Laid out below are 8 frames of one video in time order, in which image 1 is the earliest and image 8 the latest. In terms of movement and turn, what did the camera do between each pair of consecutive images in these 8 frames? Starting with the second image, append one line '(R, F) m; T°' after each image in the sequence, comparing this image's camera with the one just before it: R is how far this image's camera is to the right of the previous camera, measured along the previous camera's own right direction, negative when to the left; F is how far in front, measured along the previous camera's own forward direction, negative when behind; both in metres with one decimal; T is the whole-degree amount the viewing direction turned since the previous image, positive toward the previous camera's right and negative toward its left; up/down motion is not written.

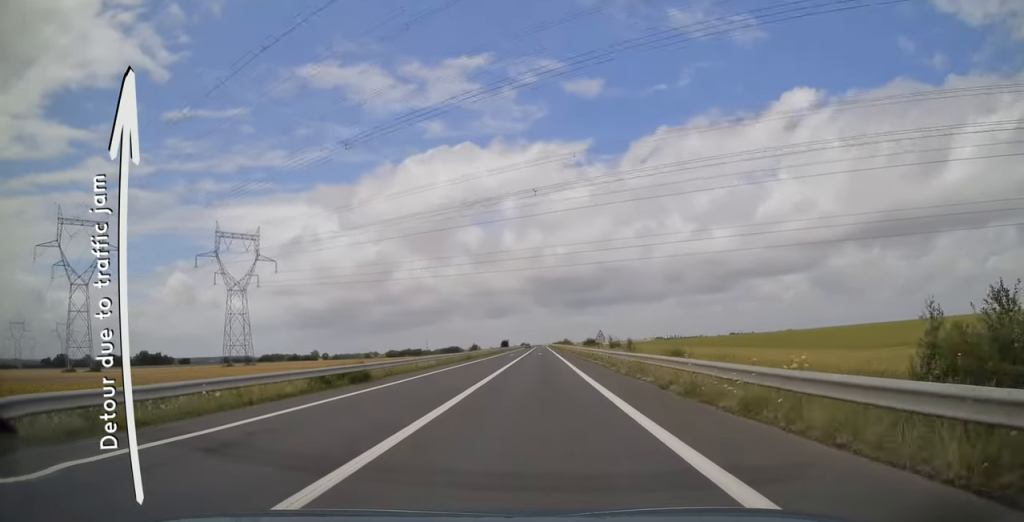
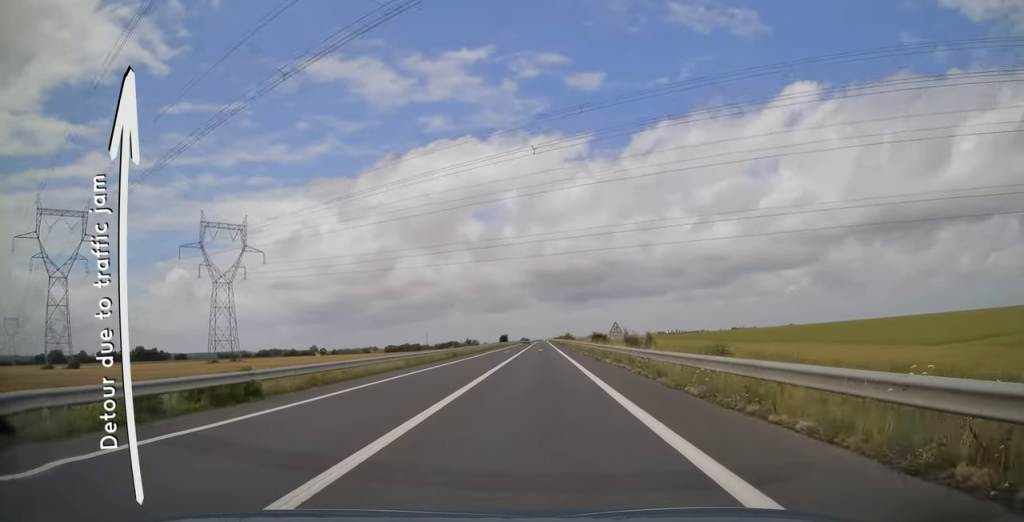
(0.0, +11.0) m; 0°
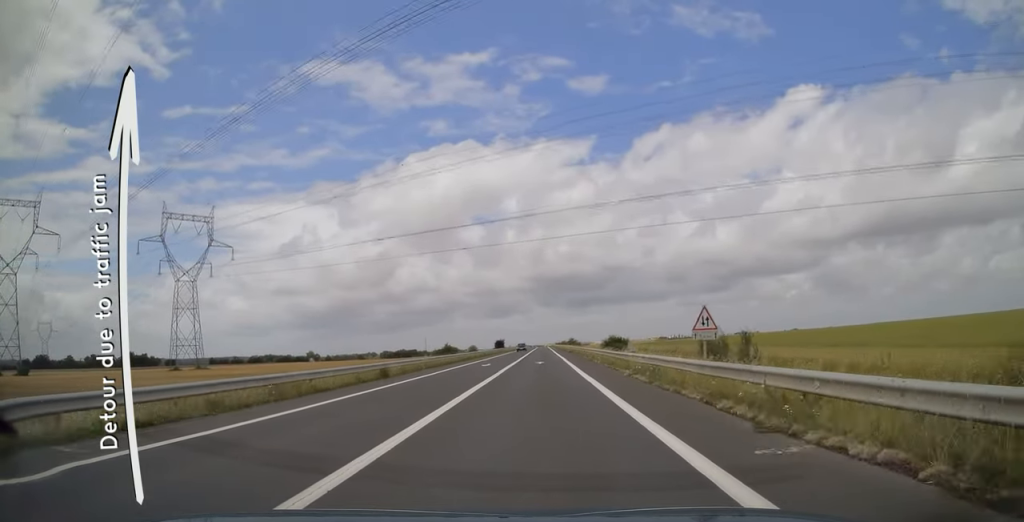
(0.0, +24.3) m; 0°
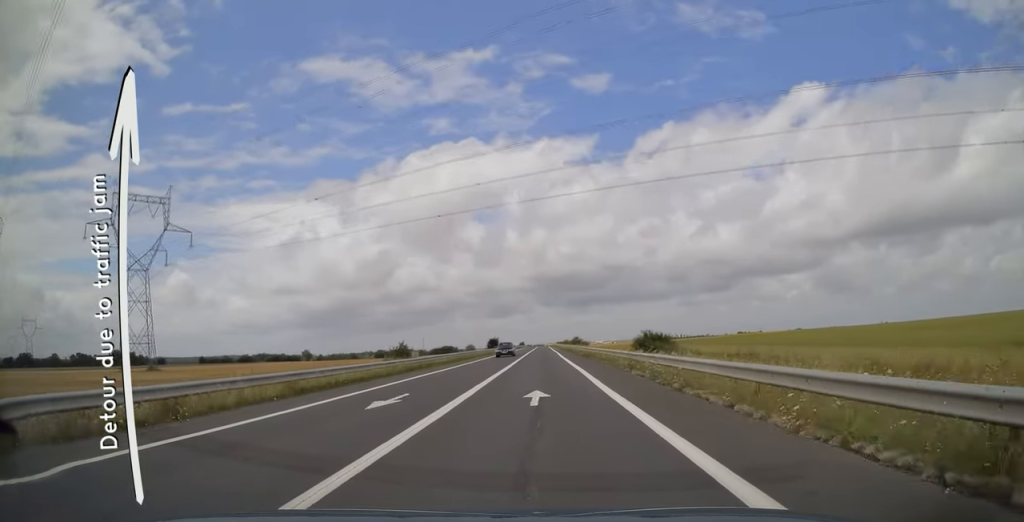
(+0.2, +26.0) m; 0°
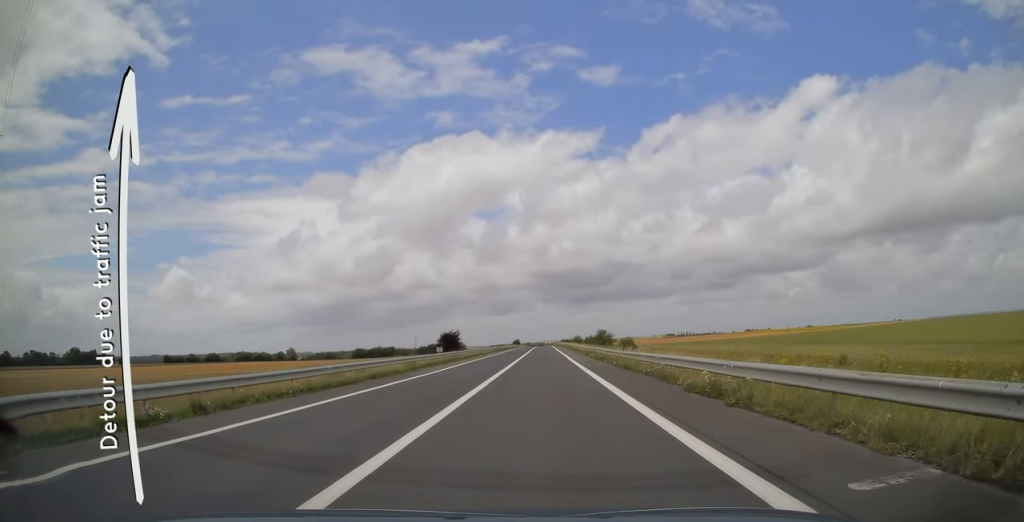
(-0.2, +77.1) m; -1°
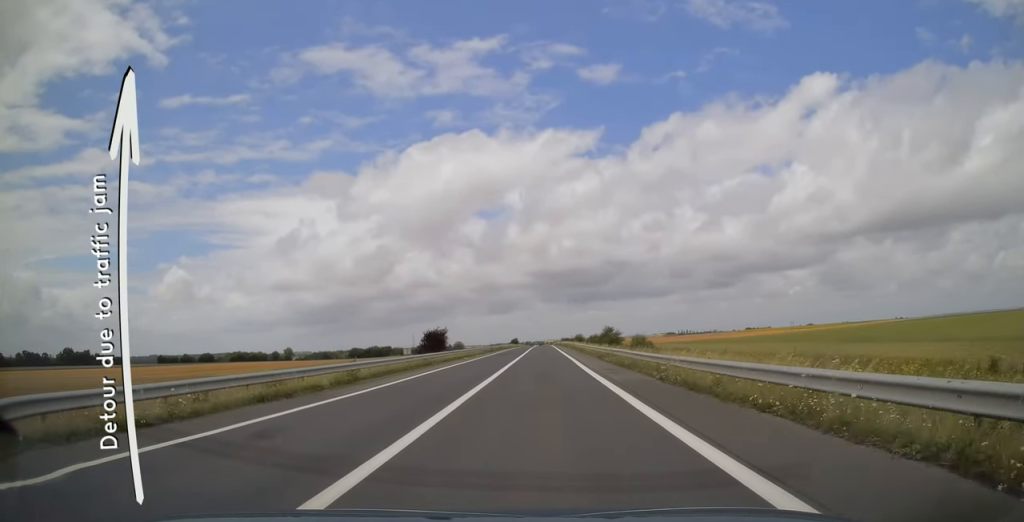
(-0.1, +11.2) m; 0°
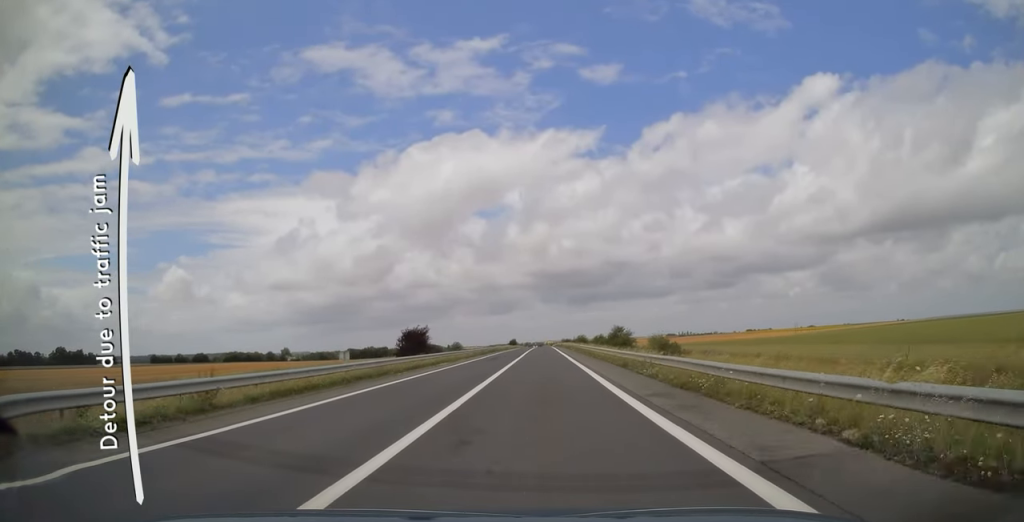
(0.0, +11.7) m; 0°
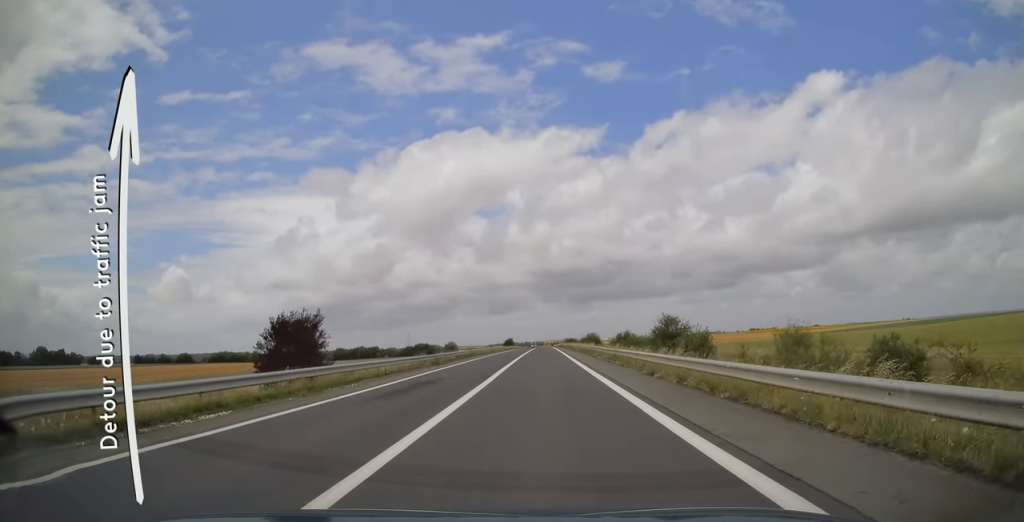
(+0.2, +31.5) m; +1°
